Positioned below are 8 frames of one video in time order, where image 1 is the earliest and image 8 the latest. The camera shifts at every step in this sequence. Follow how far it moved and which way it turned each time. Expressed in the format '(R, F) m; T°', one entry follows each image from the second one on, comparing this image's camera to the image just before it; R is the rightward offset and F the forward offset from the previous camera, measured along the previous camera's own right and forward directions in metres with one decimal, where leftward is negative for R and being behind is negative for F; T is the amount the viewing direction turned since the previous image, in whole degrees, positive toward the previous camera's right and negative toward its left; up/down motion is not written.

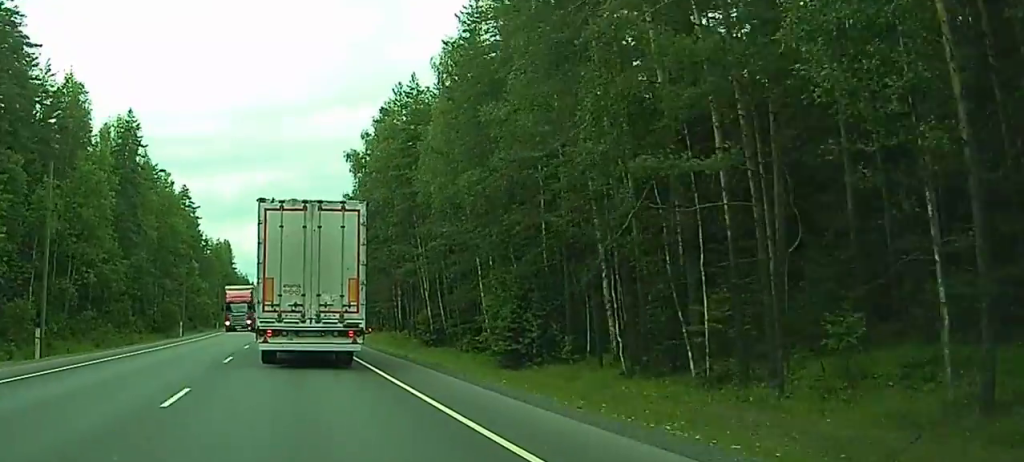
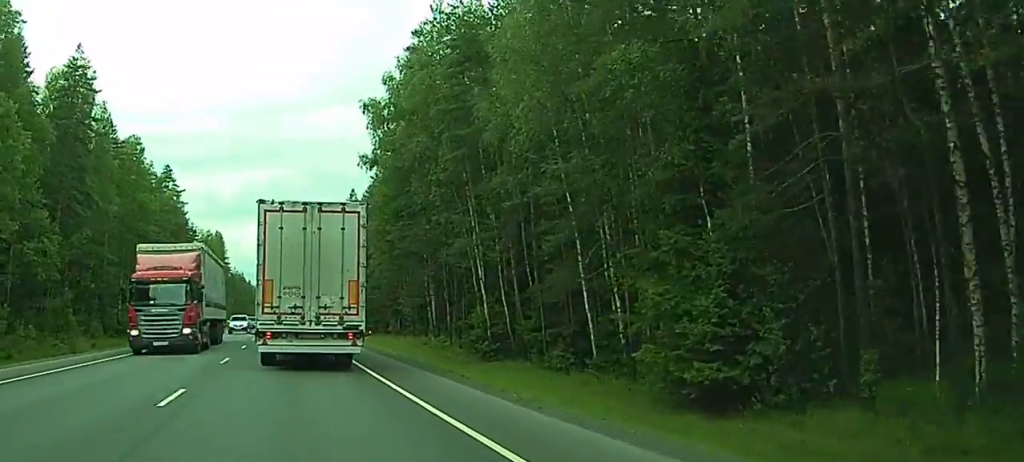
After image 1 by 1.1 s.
(0.0, +23.4) m; 0°
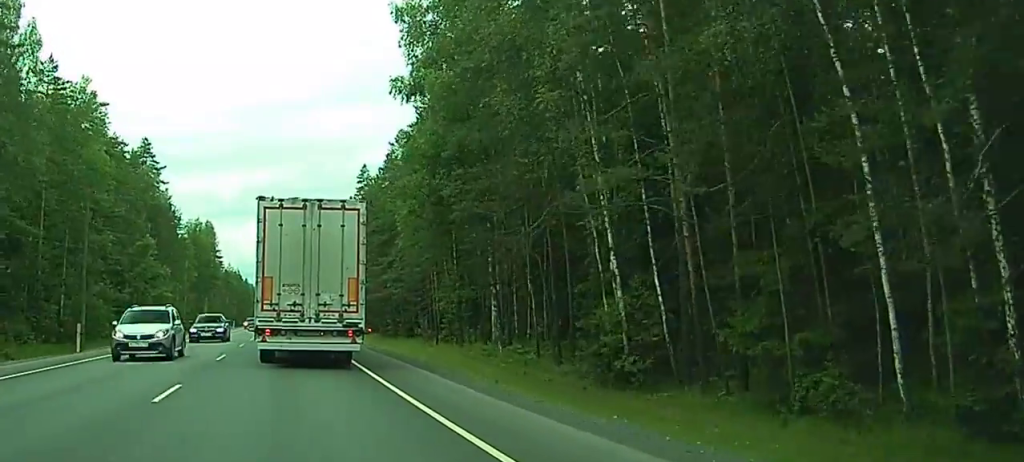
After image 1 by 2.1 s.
(-0.1, +23.5) m; 0°
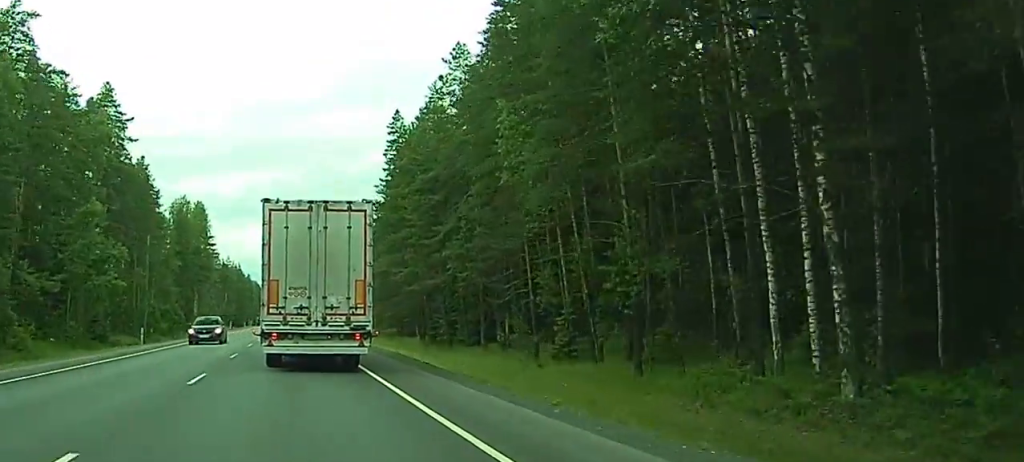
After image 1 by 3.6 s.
(+0.2, +31.9) m; 0°
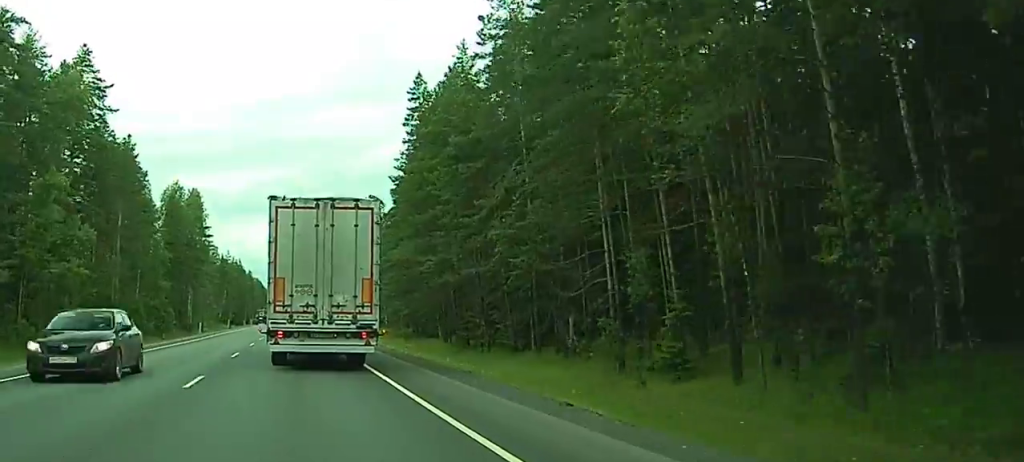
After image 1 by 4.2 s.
(0.0, +13.5) m; 0°
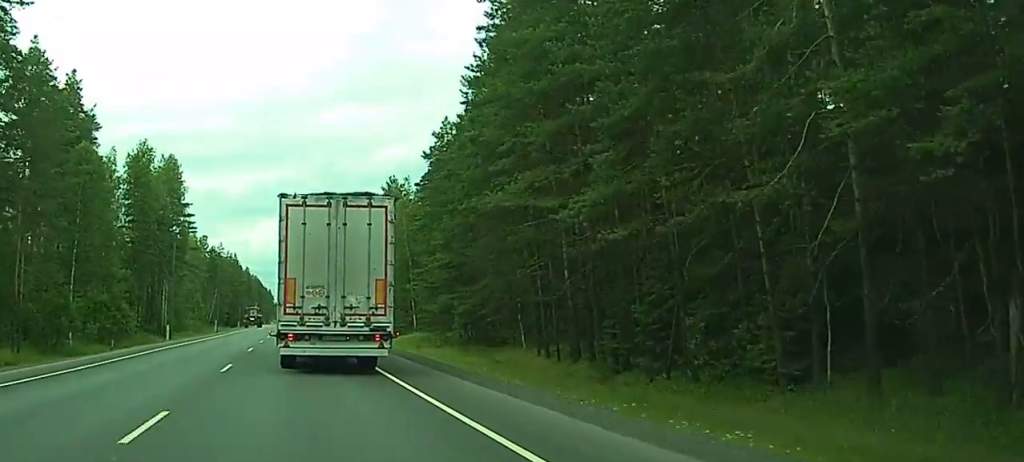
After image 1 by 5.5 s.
(-0.2, +30.9) m; -1°
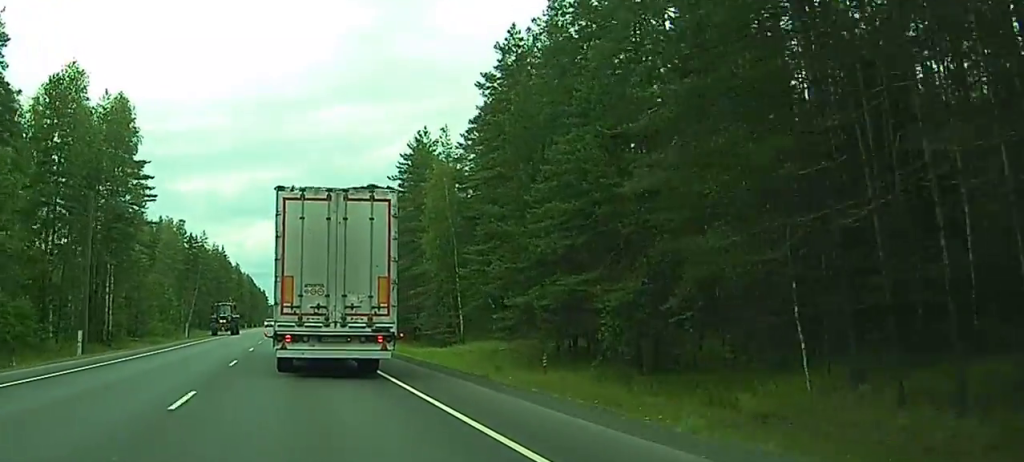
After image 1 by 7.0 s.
(-0.2, +32.6) m; 0°
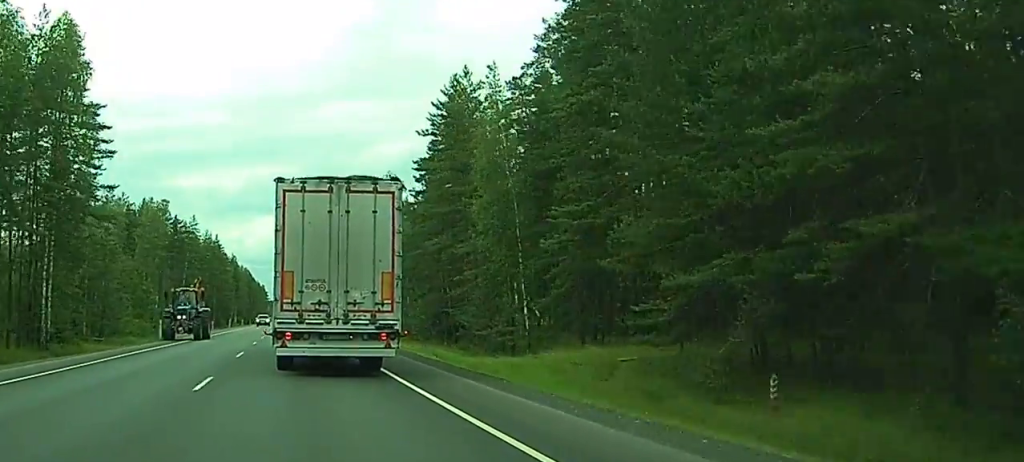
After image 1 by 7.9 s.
(0.0, +21.2) m; 0°
